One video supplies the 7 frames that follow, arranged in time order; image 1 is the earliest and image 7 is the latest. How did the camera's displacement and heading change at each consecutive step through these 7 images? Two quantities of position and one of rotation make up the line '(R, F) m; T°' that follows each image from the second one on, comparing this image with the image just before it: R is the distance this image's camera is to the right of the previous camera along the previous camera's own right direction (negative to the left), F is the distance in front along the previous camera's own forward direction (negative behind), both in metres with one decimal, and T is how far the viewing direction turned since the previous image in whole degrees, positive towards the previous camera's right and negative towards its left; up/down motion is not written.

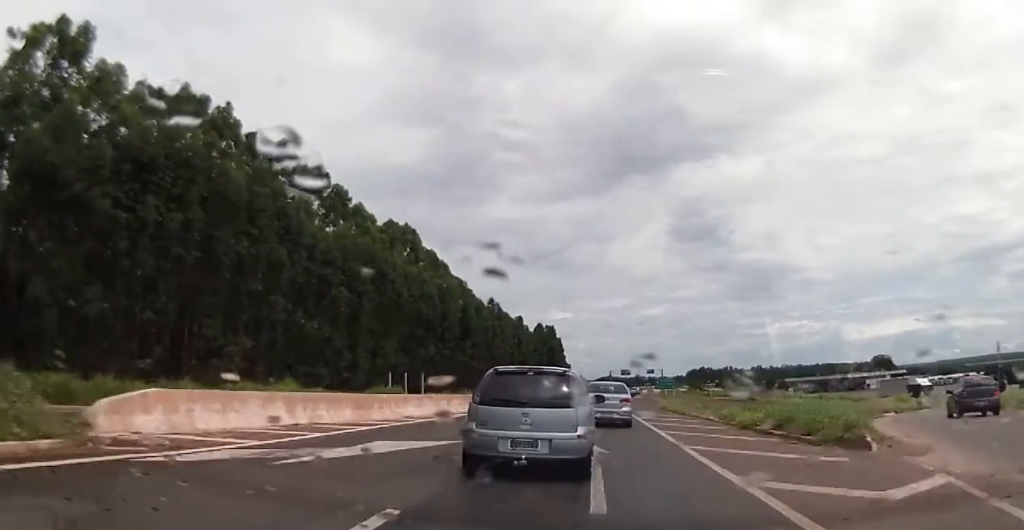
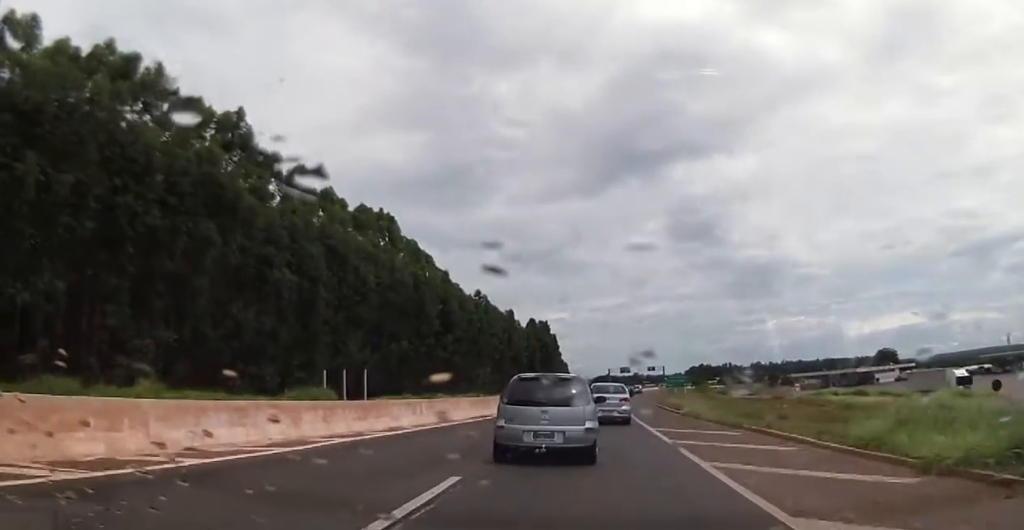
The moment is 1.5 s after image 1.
(+0.6, +13.4) m; +1°
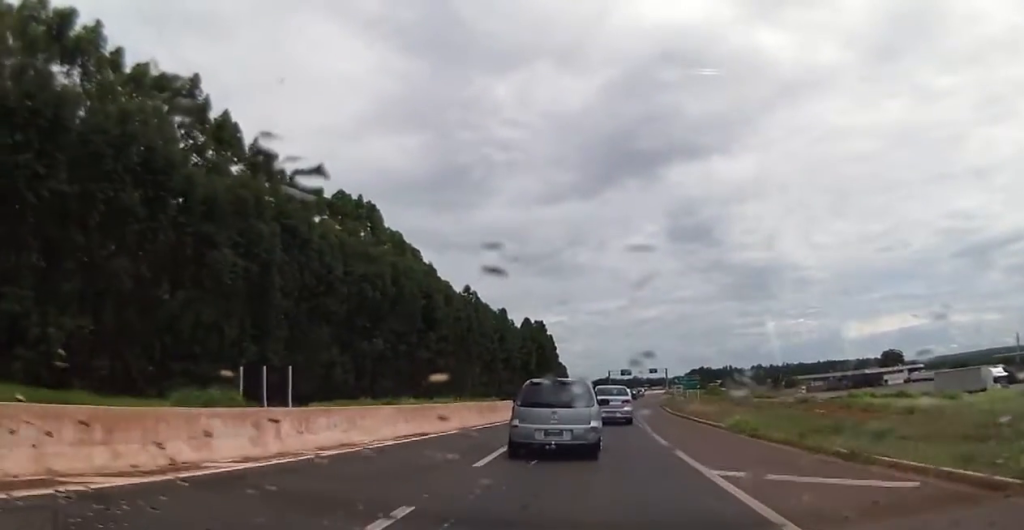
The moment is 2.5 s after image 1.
(-0.7, +10.0) m; -2°
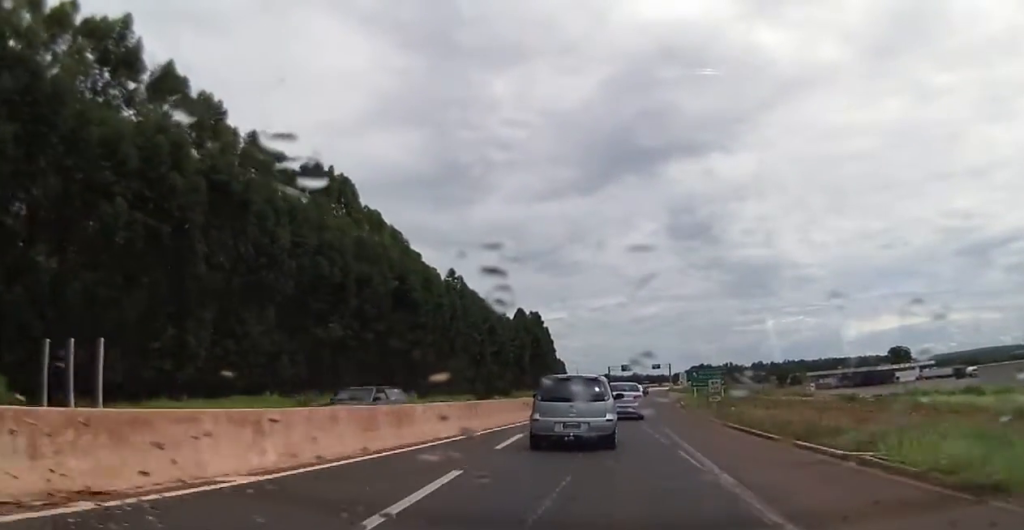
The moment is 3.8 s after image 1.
(+0.6, +12.8) m; +3°
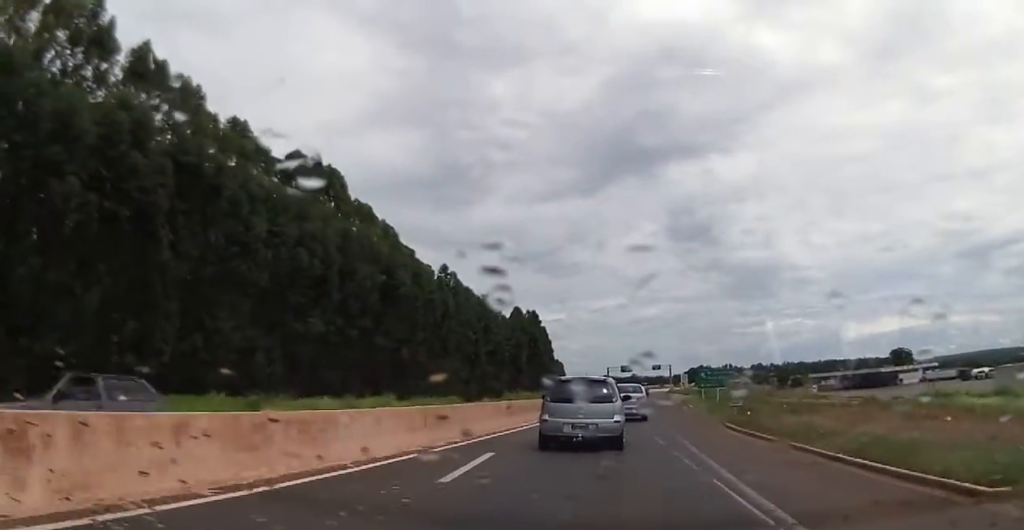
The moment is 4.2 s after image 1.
(+0.1, +4.6) m; 0°
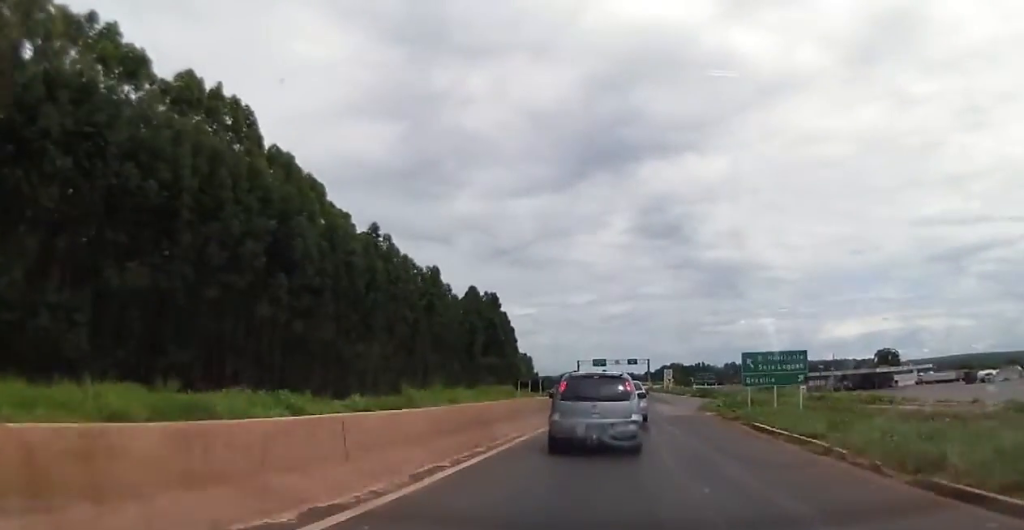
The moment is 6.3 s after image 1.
(-0.7, +22.3) m; +1°
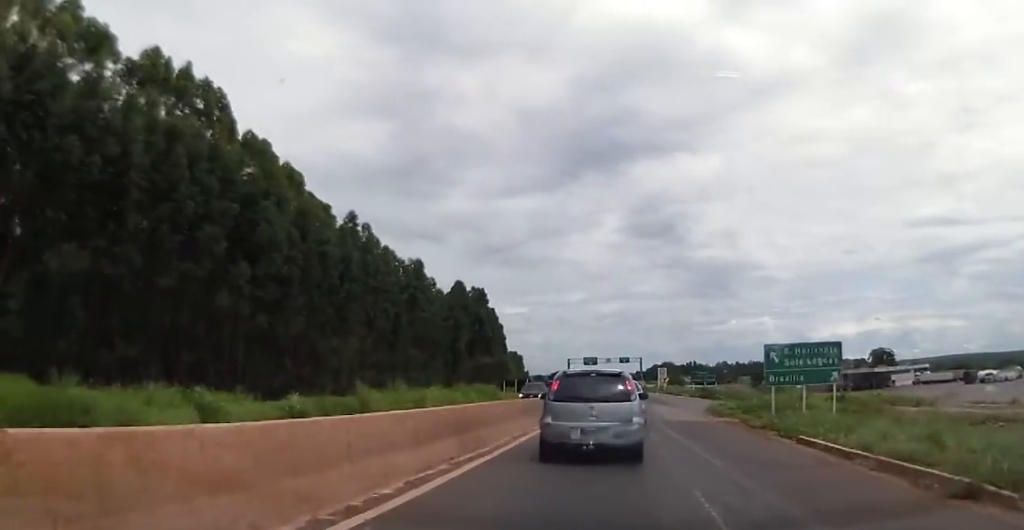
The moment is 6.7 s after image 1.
(+0.2, +5.3) m; +1°
